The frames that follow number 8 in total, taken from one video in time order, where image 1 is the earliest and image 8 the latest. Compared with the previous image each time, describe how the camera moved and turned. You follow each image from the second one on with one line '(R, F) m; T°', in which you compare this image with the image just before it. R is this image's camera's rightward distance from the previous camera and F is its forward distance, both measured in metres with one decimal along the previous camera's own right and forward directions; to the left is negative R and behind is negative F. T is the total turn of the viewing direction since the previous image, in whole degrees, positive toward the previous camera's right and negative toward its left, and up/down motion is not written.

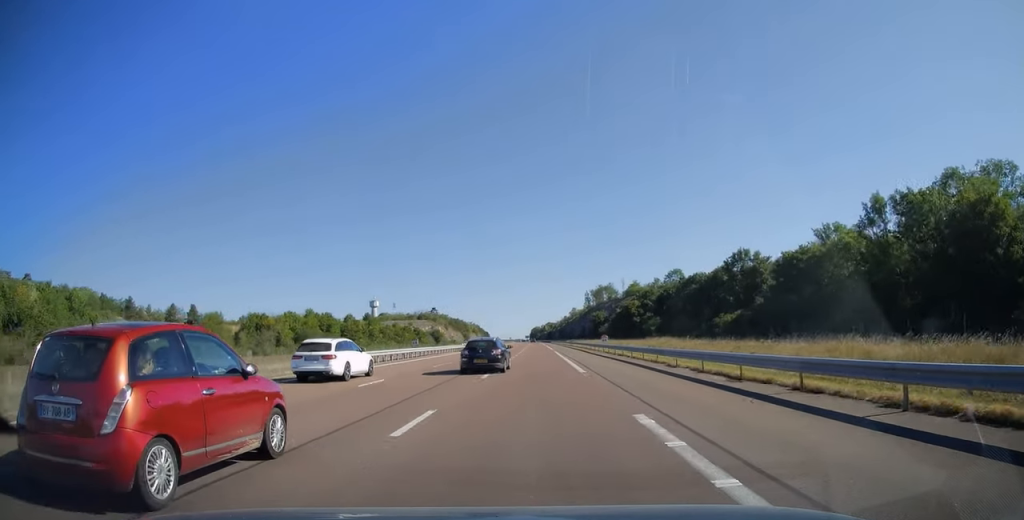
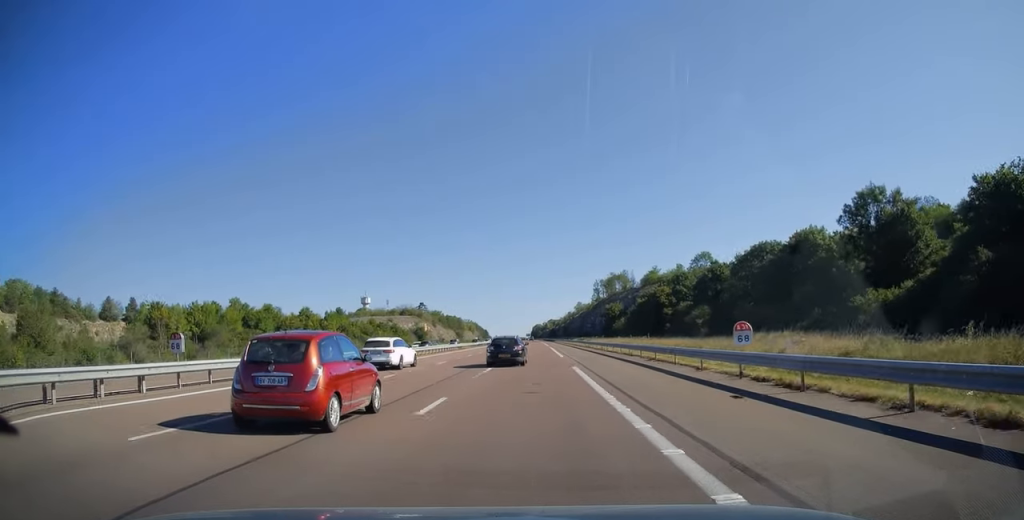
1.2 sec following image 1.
(-0.1, +36.3) m; 0°
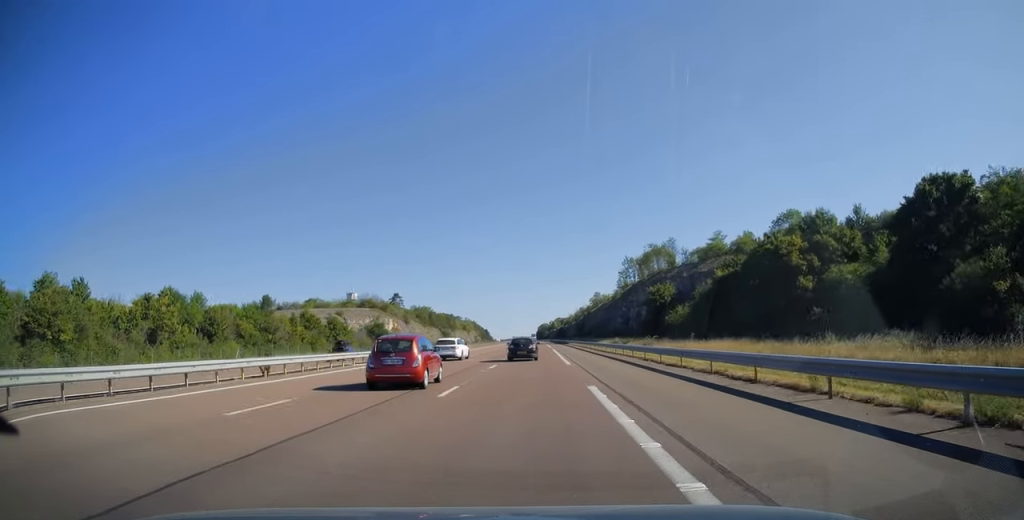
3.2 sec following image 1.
(-0.1, +61.5) m; 0°
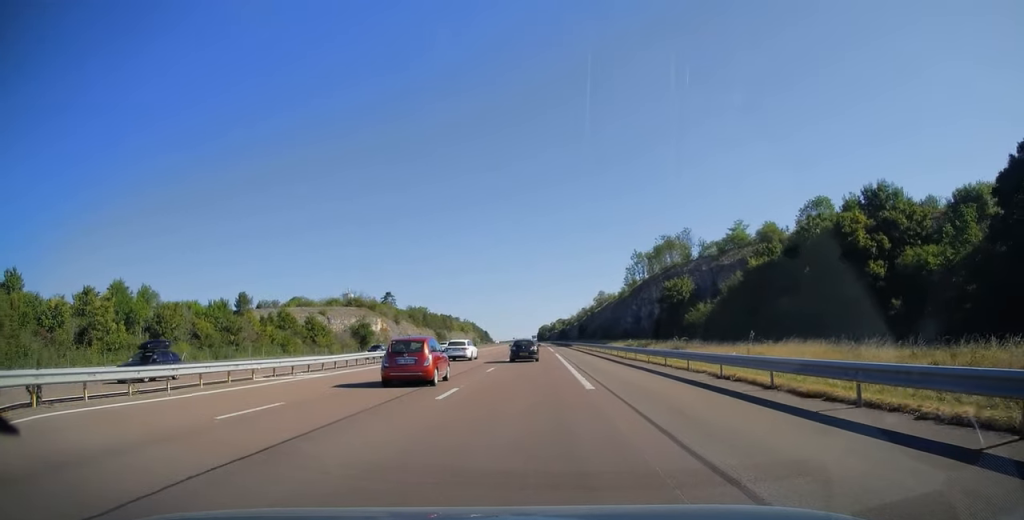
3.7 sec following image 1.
(0.0, +13.1) m; 0°
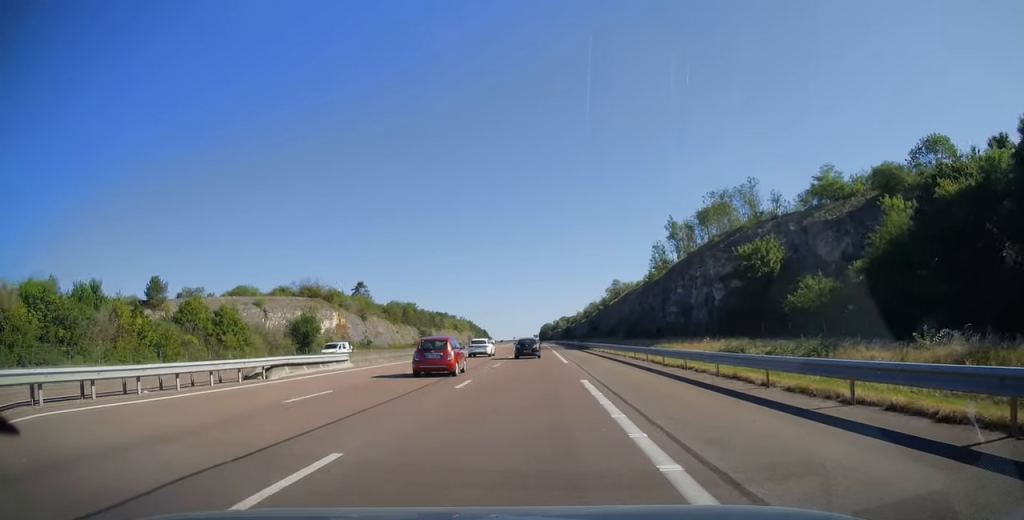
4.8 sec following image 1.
(-0.1, +35.7) m; 0°
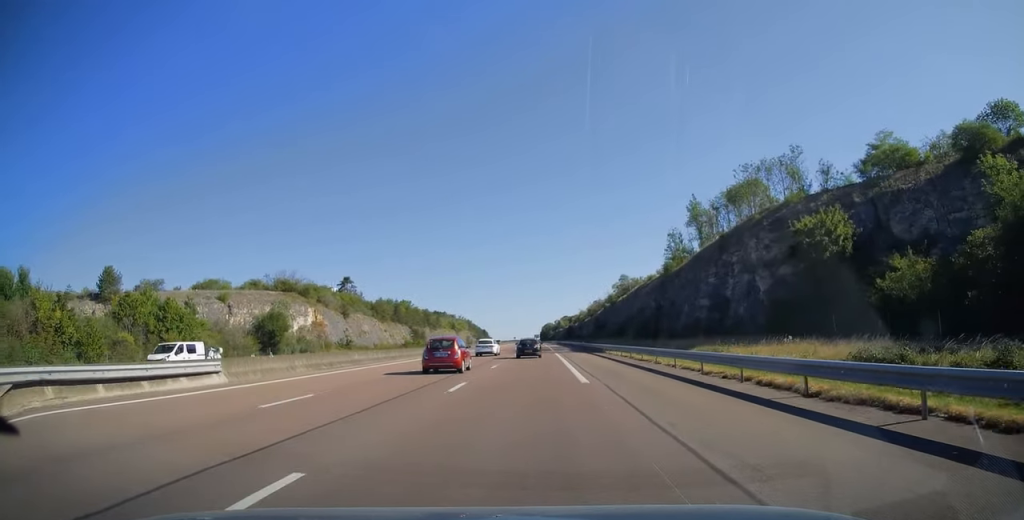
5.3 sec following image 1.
(0.0, +14.1) m; 0°
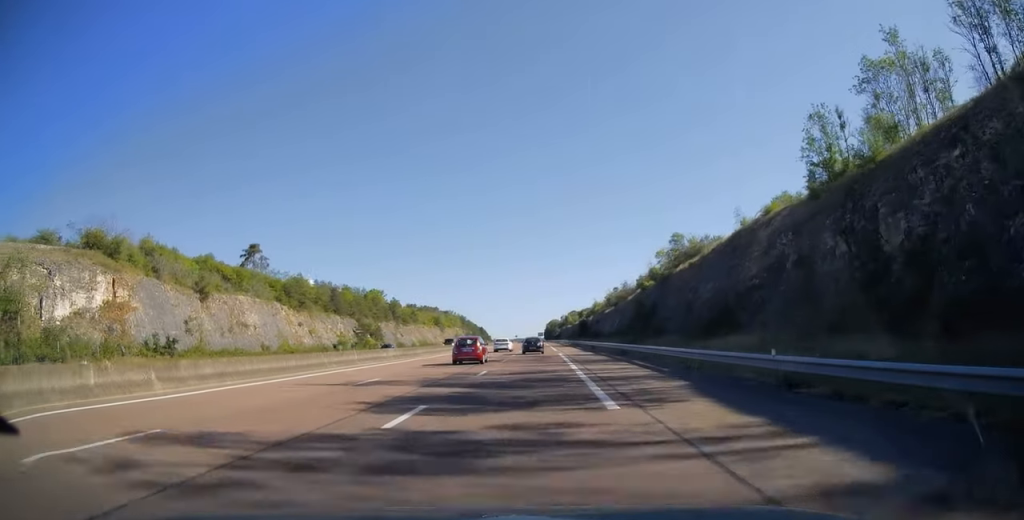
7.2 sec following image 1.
(-0.2, +58.5) m; 0°
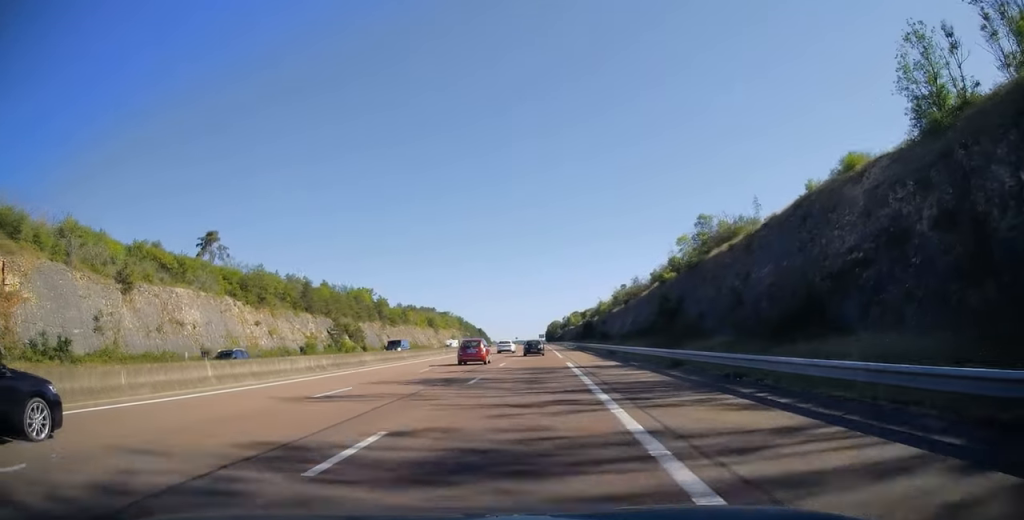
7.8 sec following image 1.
(0.0, +16.1) m; 0°
